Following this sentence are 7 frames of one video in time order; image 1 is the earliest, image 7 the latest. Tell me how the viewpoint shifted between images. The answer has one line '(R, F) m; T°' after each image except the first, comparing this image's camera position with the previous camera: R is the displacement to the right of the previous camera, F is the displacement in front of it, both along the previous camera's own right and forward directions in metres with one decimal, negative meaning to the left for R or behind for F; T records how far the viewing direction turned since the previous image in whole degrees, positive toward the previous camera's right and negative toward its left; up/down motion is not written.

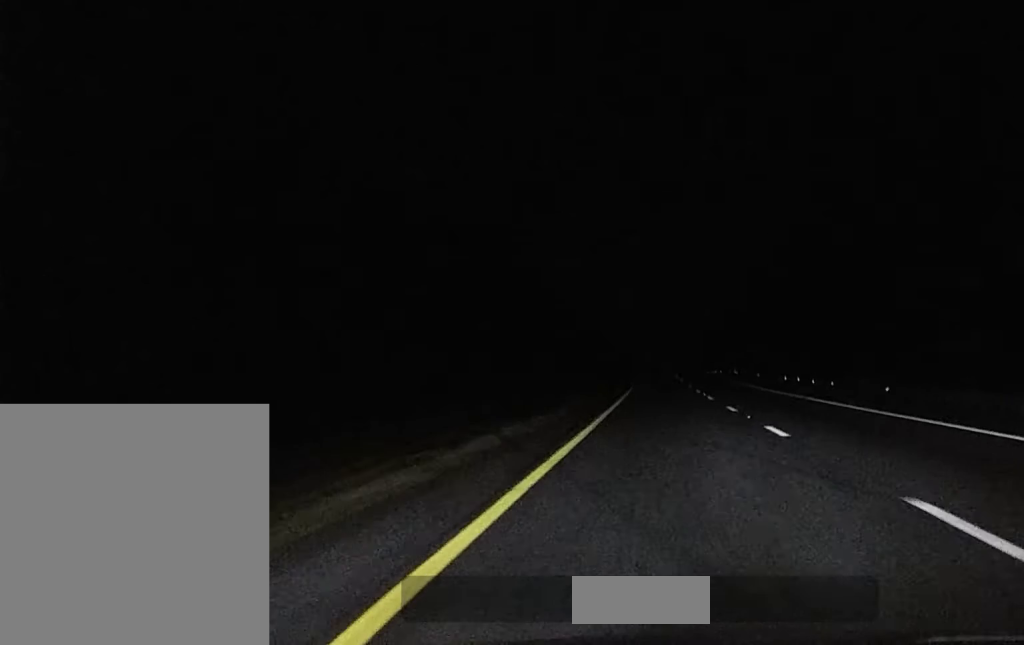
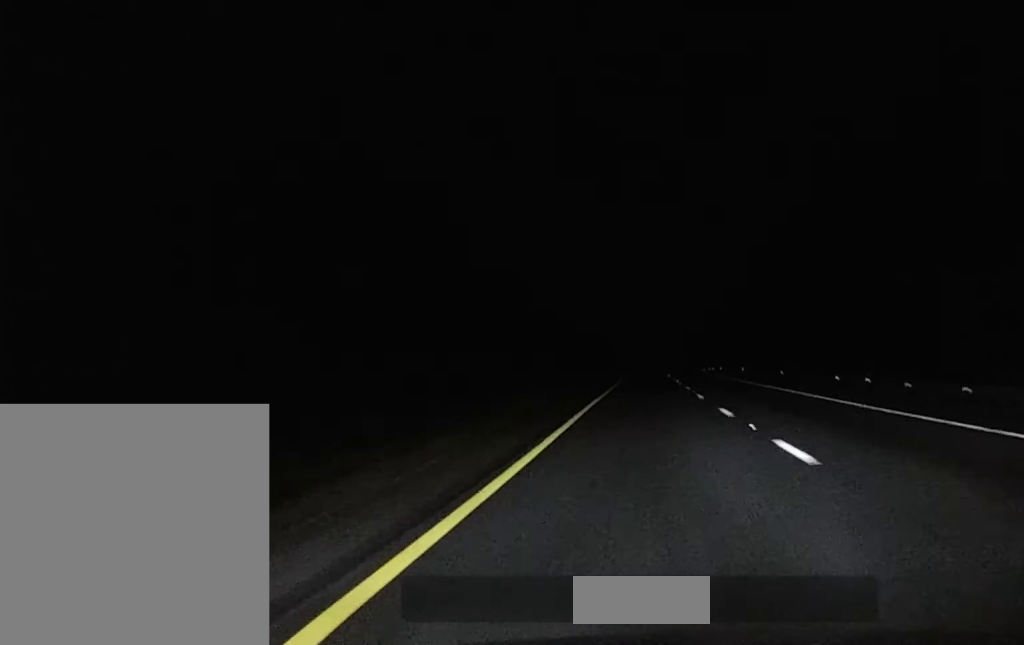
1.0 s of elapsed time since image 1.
(+0.1, +25.4) m; 0°
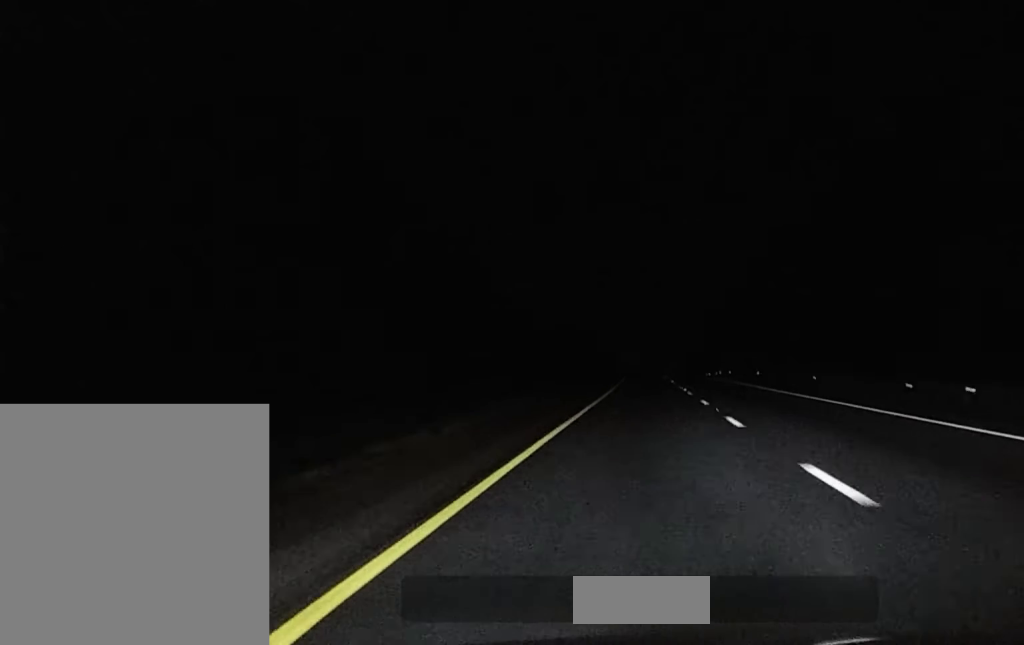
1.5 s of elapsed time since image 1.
(0.0, +14.2) m; 0°
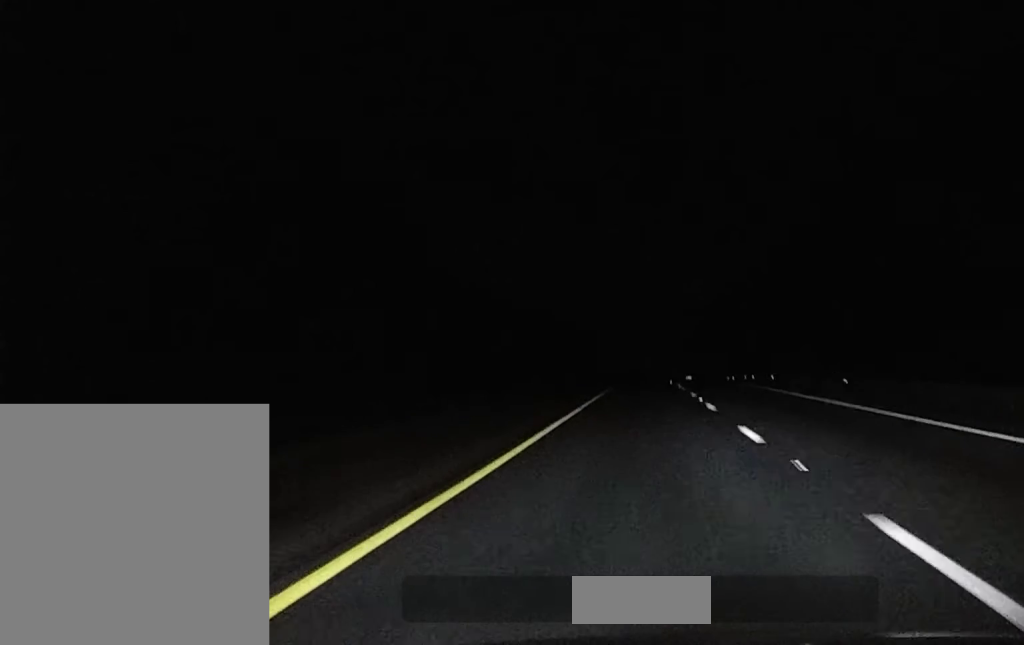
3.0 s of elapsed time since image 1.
(0.0, +33.8) m; 0°
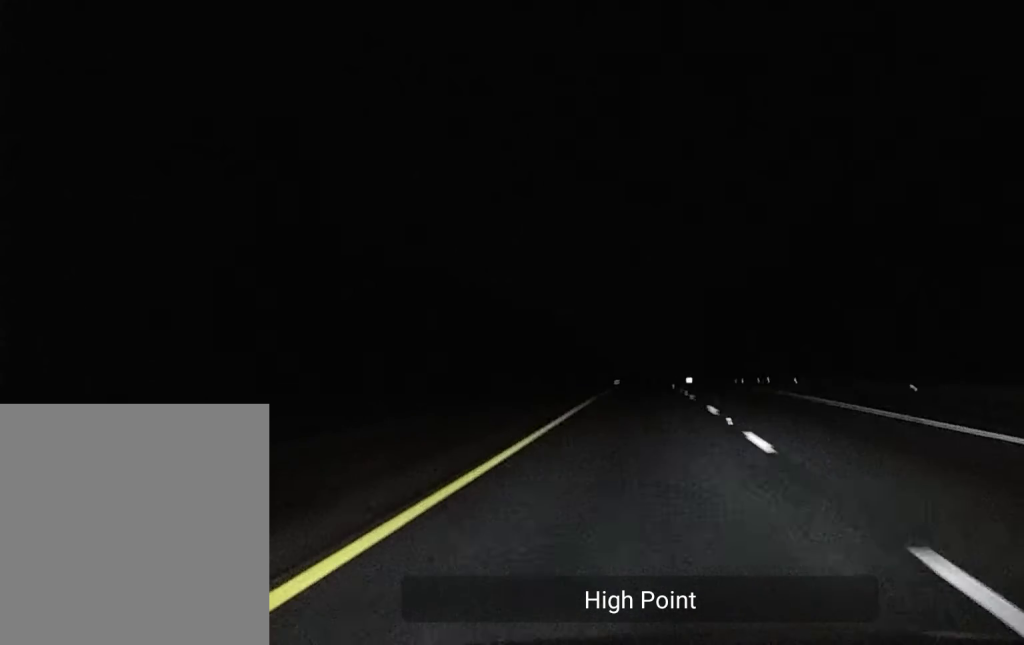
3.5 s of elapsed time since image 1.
(0.0, +10.3) m; 0°
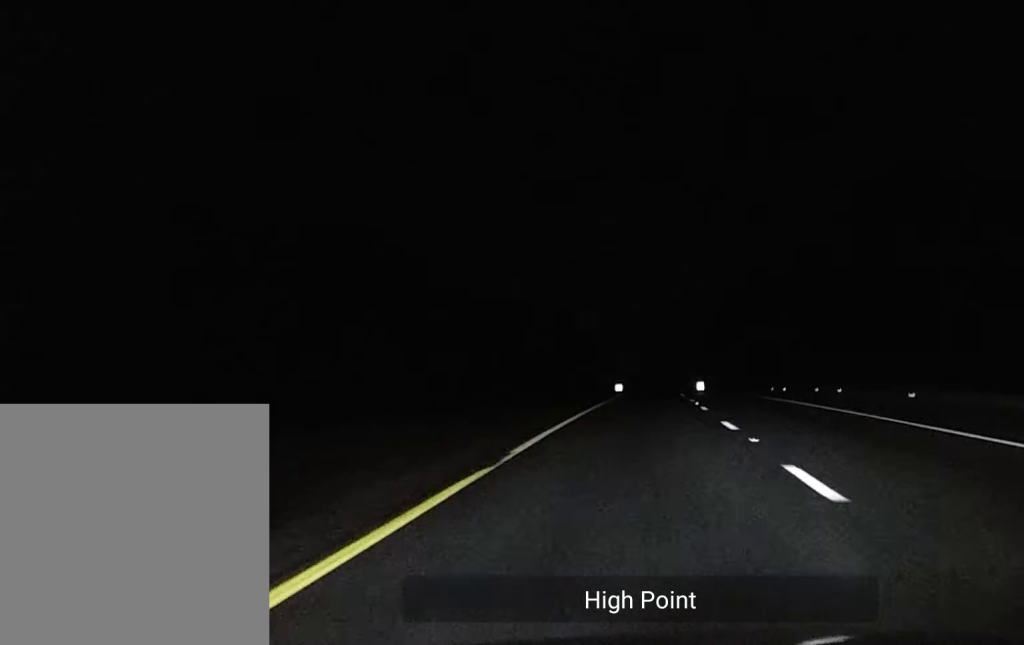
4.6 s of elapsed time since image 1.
(-0.1, +26.3) m; 0°
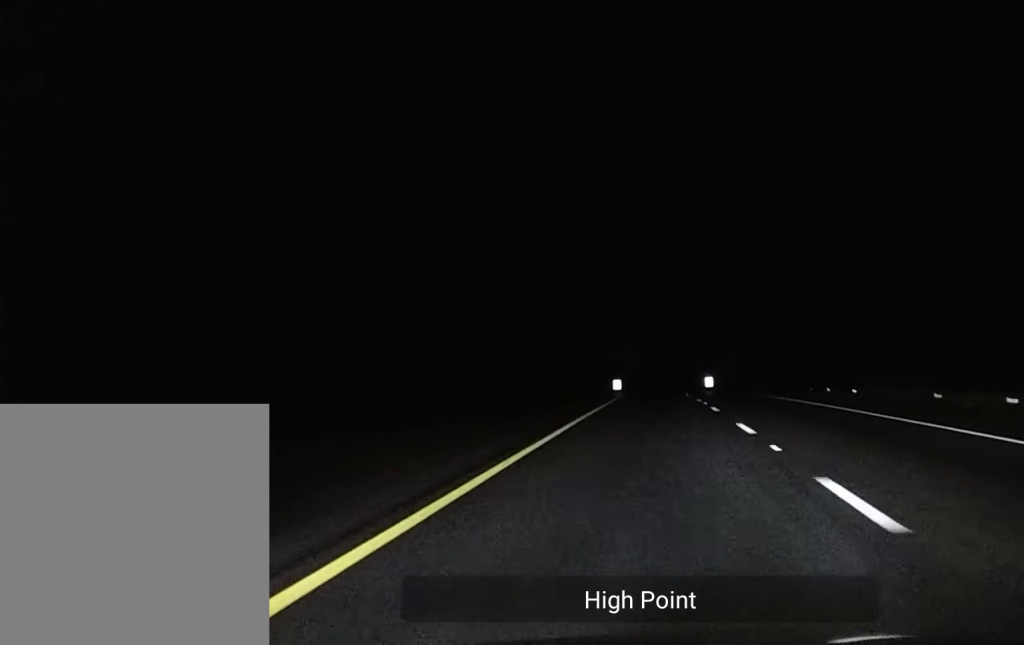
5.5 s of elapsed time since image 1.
(-0.1, +29.5) m; 0°
